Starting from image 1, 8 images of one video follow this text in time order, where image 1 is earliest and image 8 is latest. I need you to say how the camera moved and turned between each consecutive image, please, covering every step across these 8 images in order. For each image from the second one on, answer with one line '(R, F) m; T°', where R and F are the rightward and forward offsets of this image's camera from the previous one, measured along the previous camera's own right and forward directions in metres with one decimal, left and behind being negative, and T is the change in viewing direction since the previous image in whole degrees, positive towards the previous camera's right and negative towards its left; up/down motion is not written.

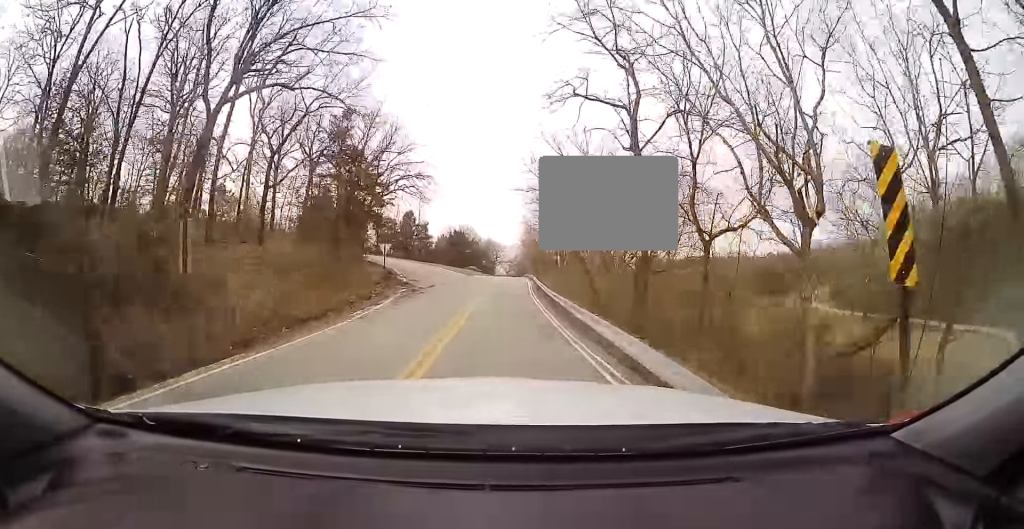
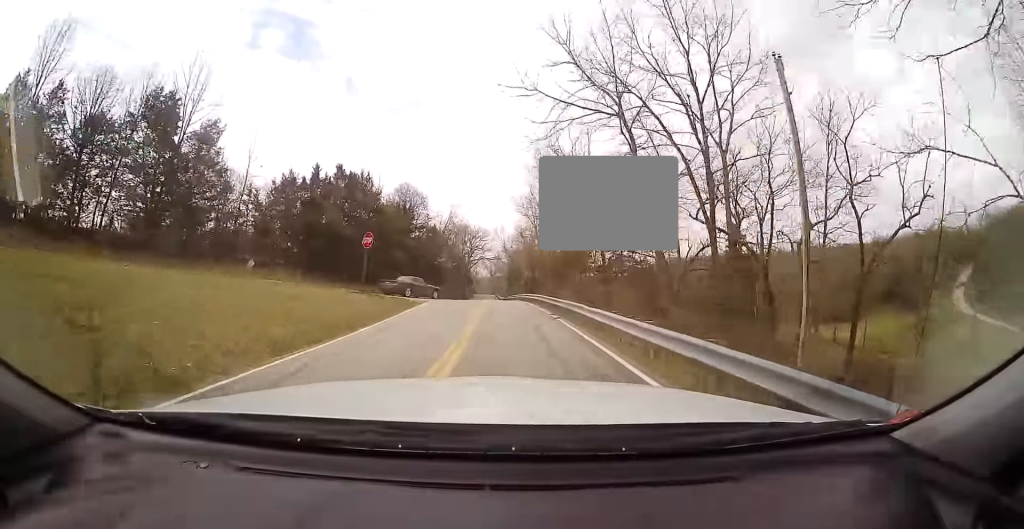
(+0.9, +56.4) m; 0°
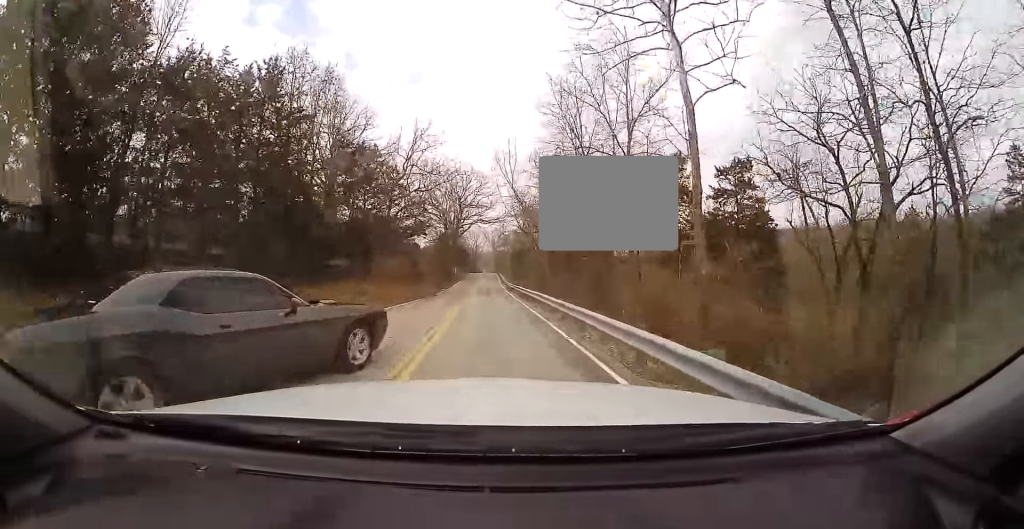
(-0.7, +25.1) m; -2°
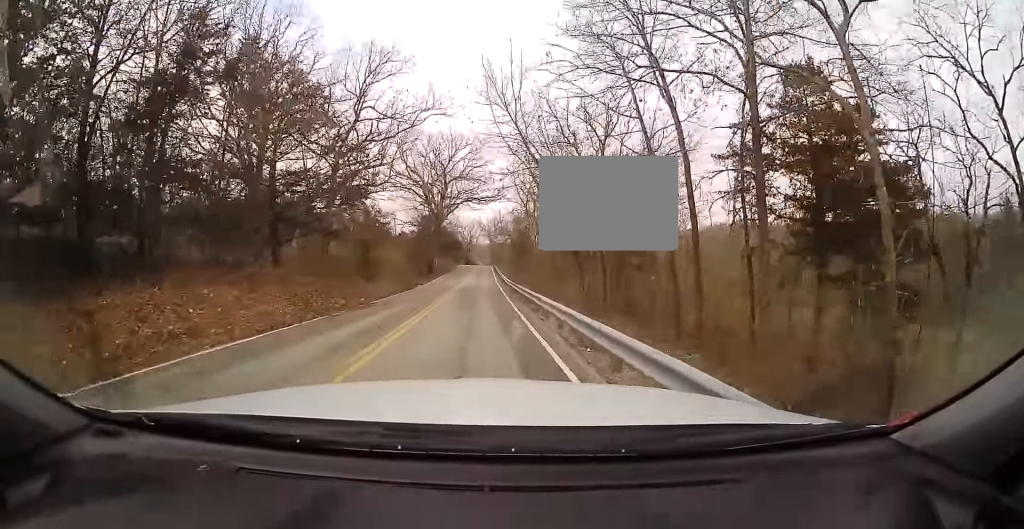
(-0.1, +11.3) m; +1°
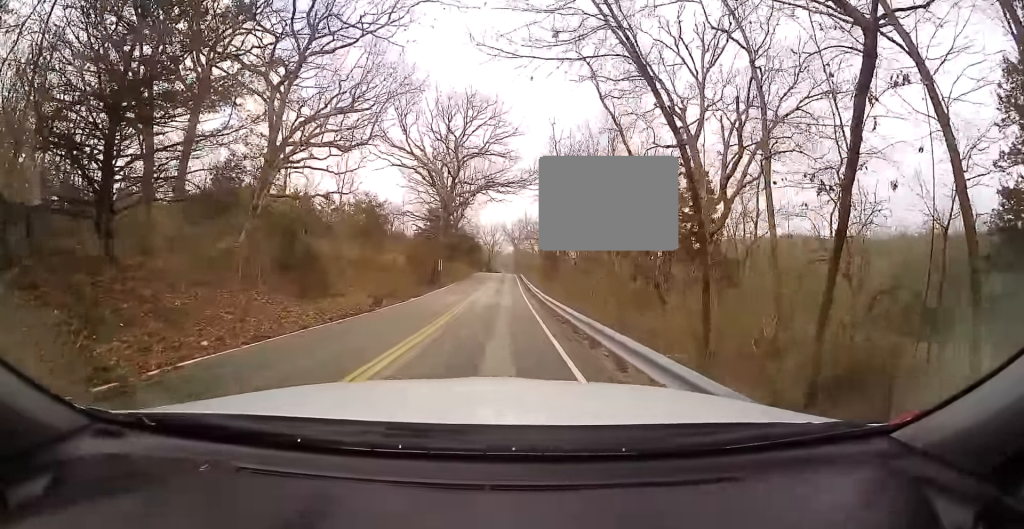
(+0.3, +14.3) m; -1°
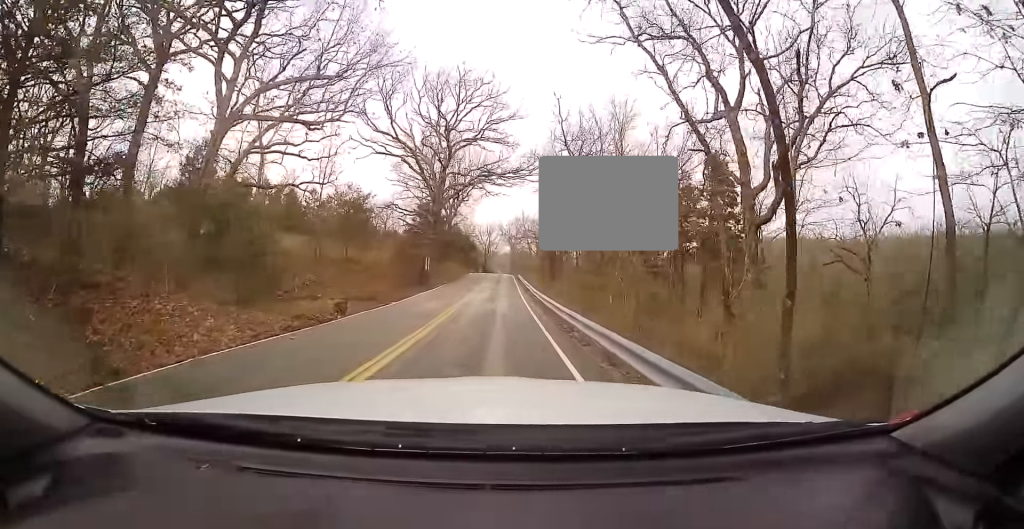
(+0.1, +5.0) m; -1°
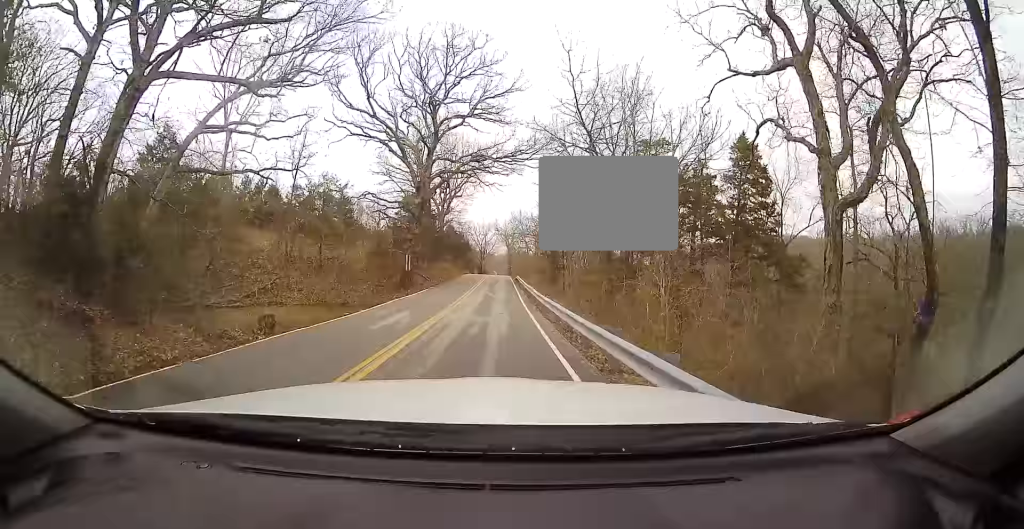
(-0.4, +4.5) m; -1°
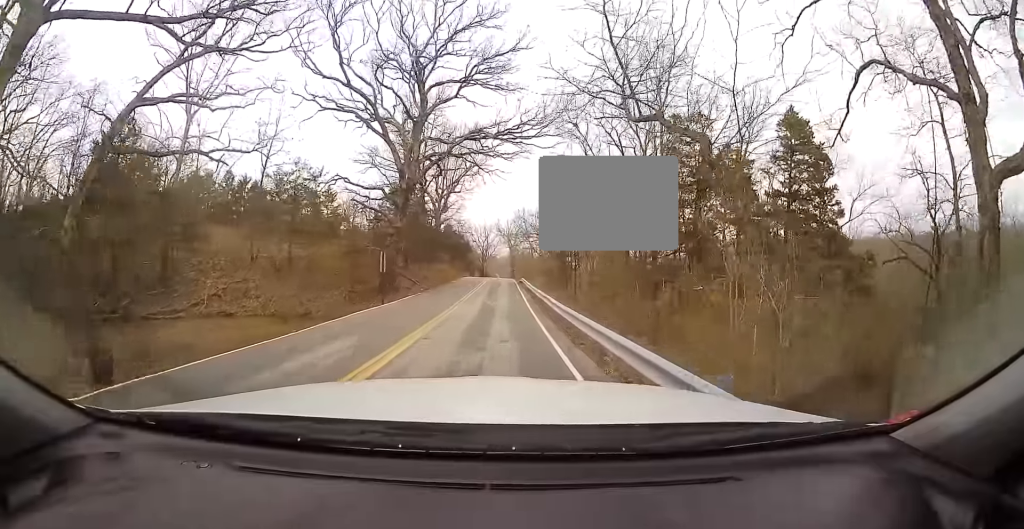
(-0.1, +4.8) m; 0°
